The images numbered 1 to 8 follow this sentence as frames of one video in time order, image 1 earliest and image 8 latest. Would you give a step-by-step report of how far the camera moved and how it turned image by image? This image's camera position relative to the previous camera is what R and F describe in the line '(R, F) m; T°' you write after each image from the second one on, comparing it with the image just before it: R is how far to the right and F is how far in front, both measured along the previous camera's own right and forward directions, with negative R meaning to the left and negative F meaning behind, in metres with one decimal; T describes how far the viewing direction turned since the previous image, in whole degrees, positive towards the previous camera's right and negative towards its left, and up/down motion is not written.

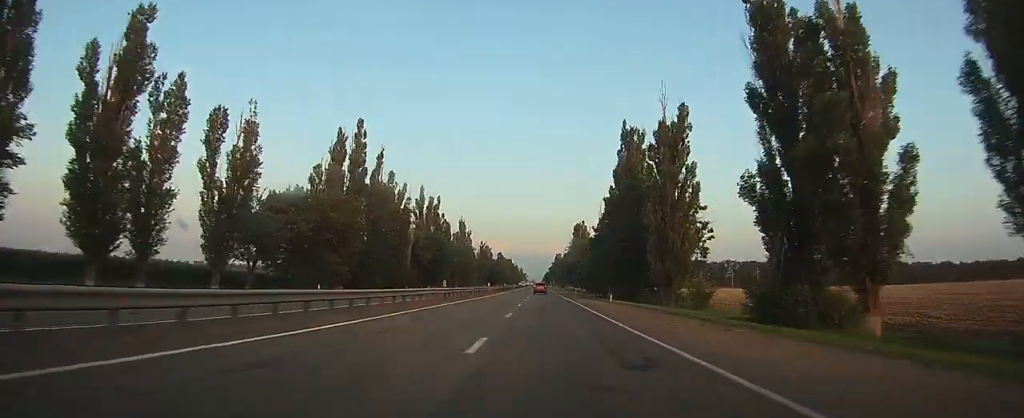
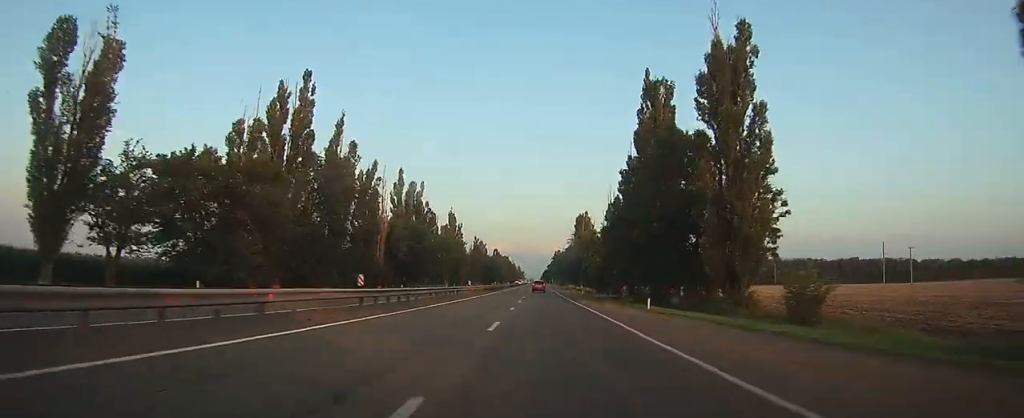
(0.0, +18.8) m; 0°
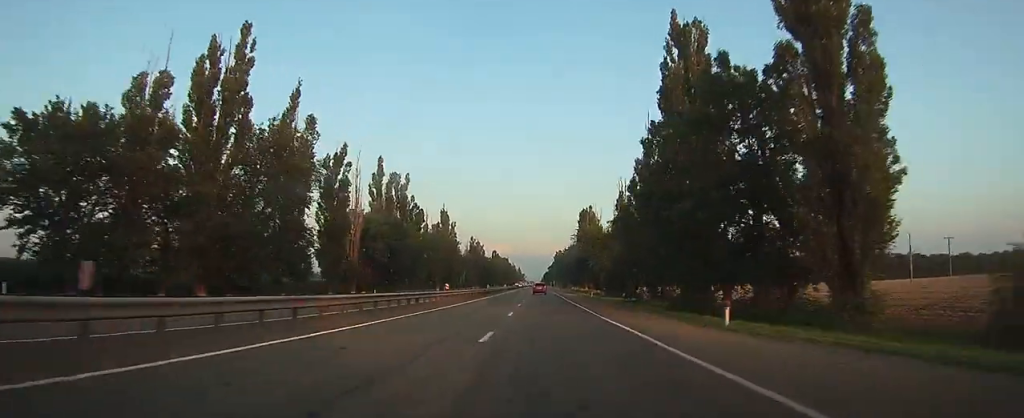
(0.0, +14.0) m; 0°
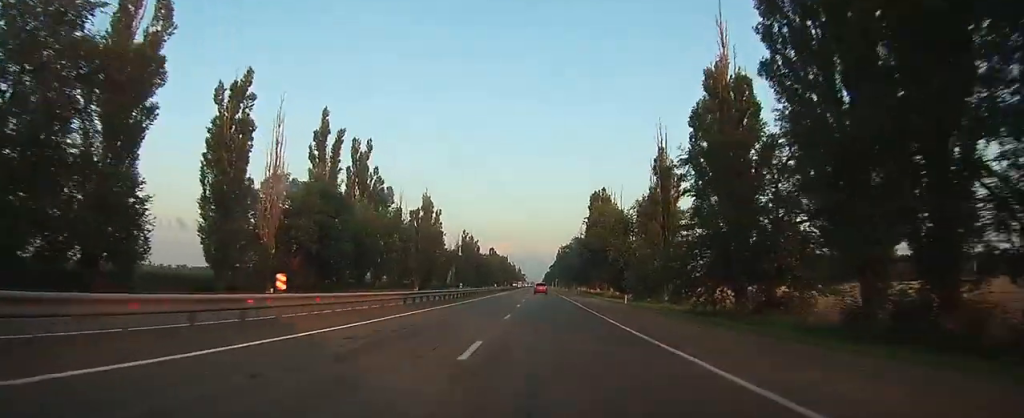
(-0.1, +26.9) m; 0°
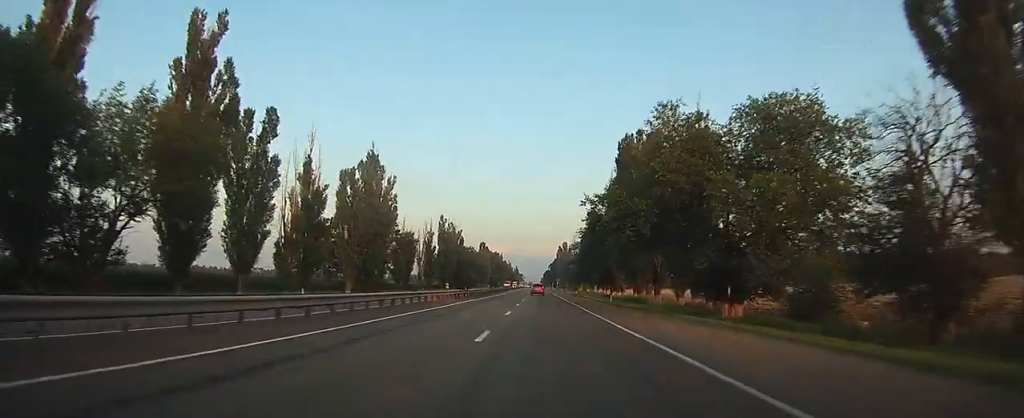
(+0.1, +43.4) m; 0°
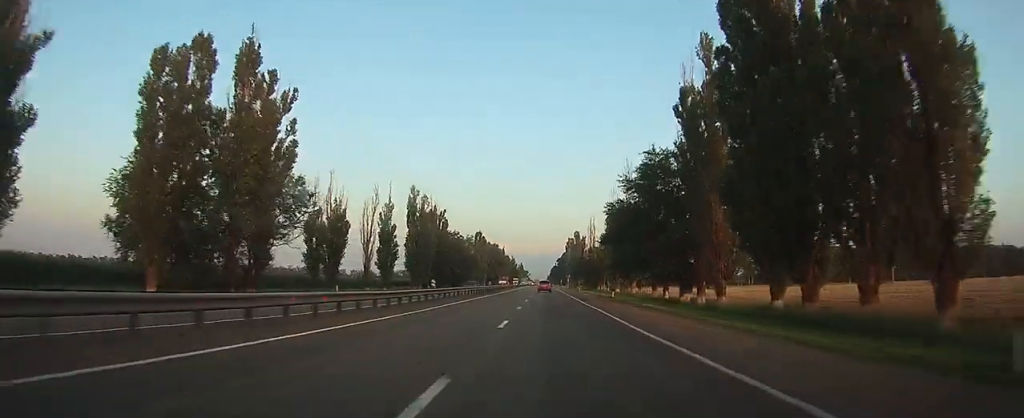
(0.0, +43.4) m; 0°
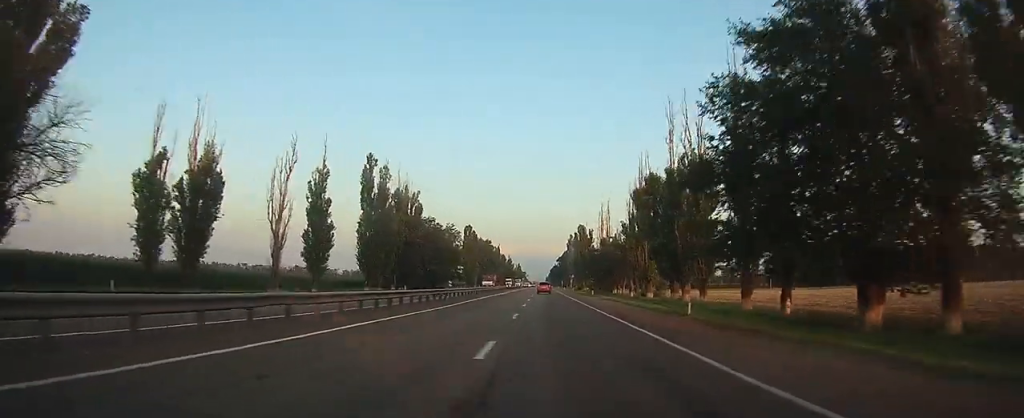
(0.0, +29.7) m; 0°
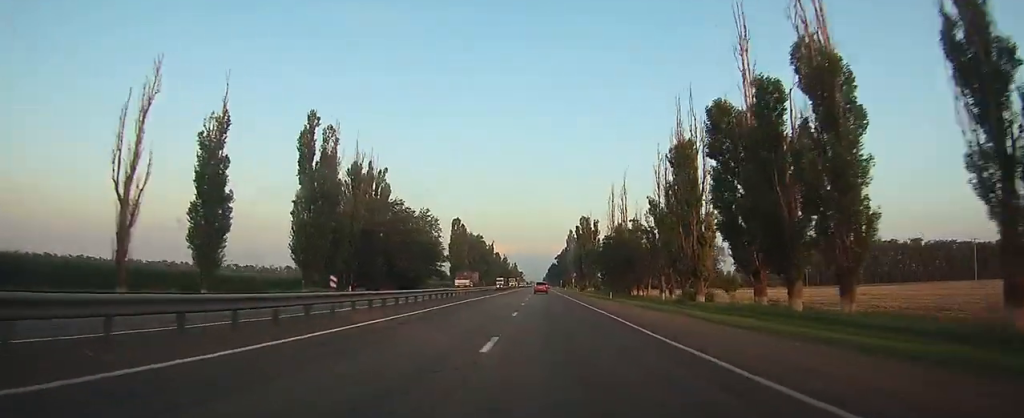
(0.0, +22.4) m; 0°
